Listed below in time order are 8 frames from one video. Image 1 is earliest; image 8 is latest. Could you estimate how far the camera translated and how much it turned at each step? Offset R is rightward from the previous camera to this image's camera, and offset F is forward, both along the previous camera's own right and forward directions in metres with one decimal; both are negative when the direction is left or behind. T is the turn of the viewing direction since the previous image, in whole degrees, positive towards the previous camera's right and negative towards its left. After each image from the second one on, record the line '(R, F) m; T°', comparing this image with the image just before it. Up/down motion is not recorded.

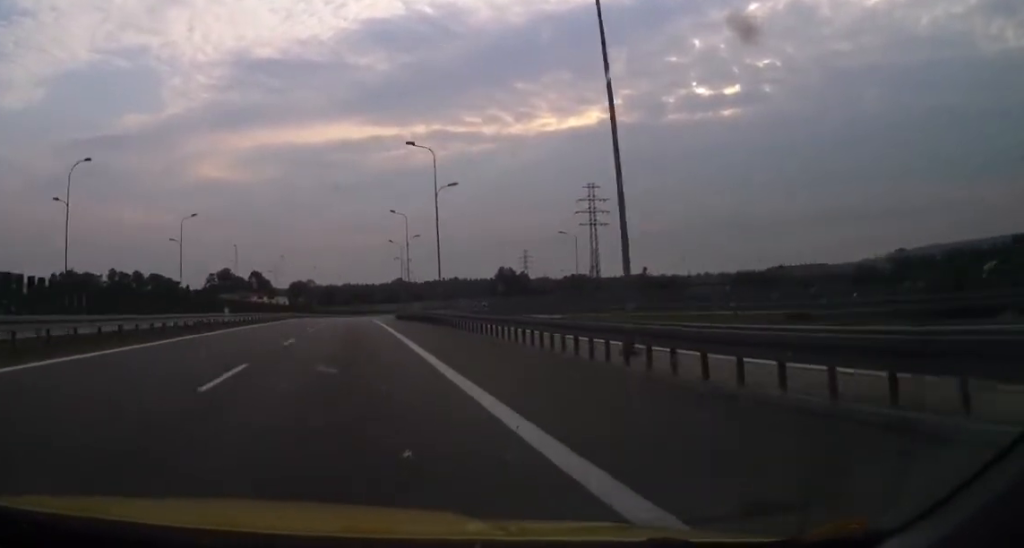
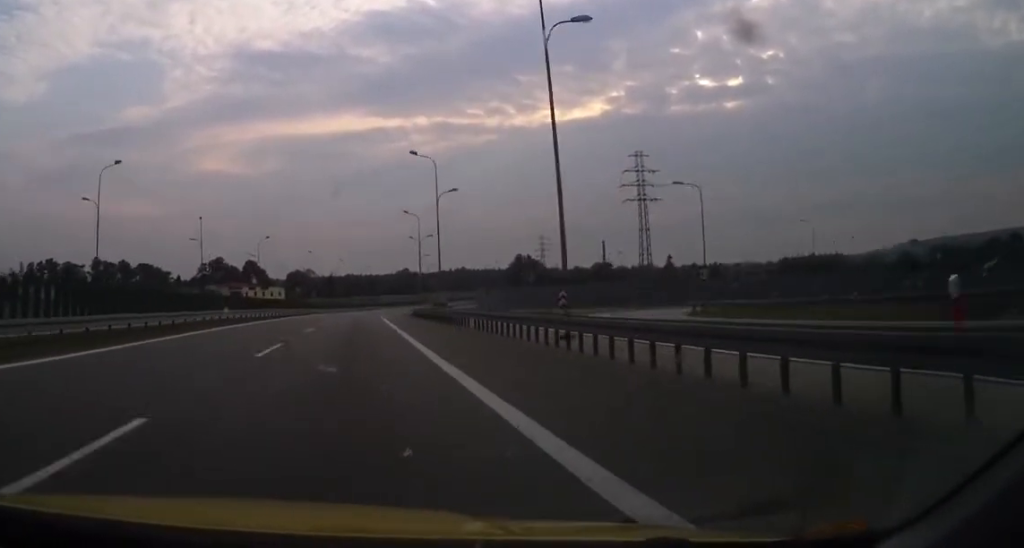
(0.0, +32.4) m; 0°
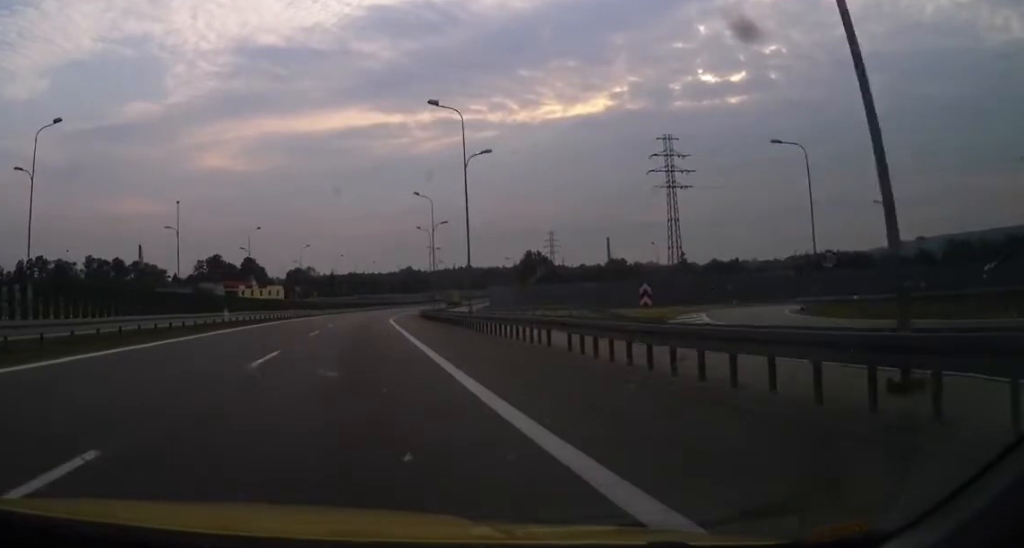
(0.0, +15.3) m; 0°
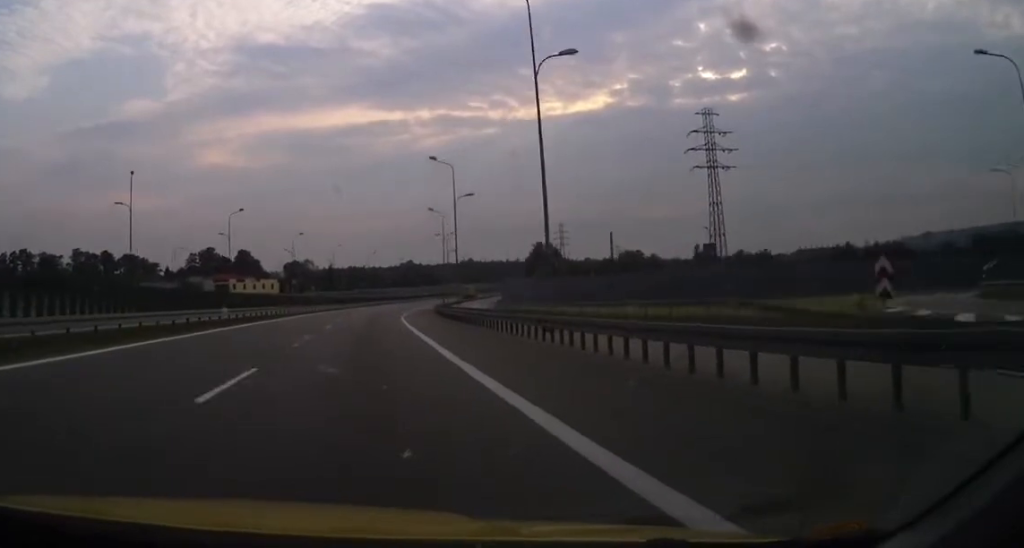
(+0.1, +17.9) m; +1°
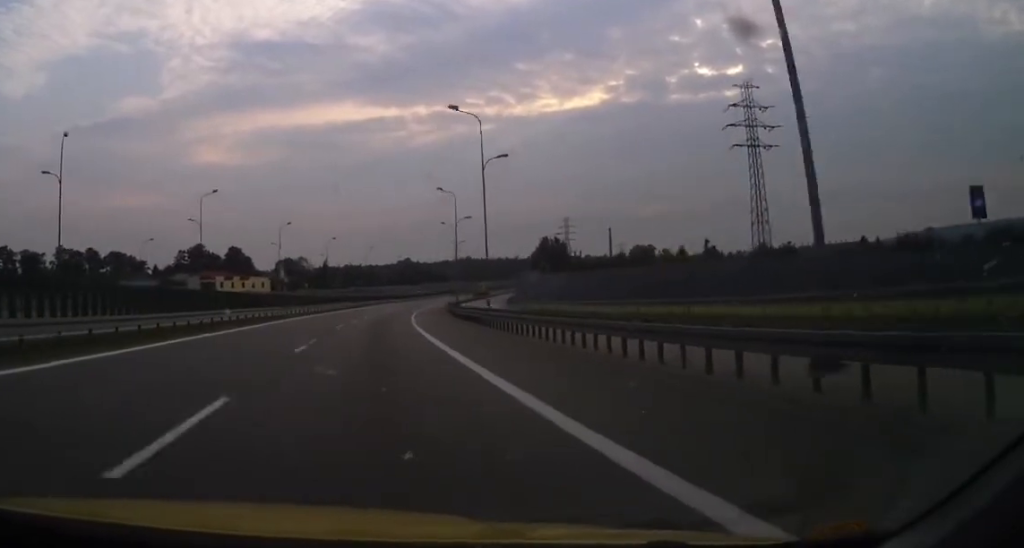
(0.0, +15.0) m; +1°
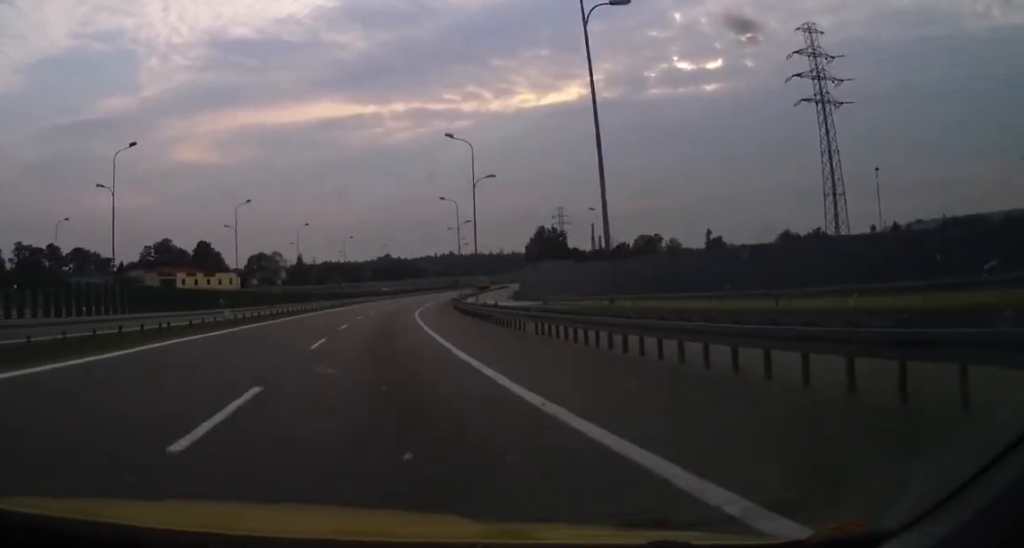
(+0.4, +23.3) m; +1°
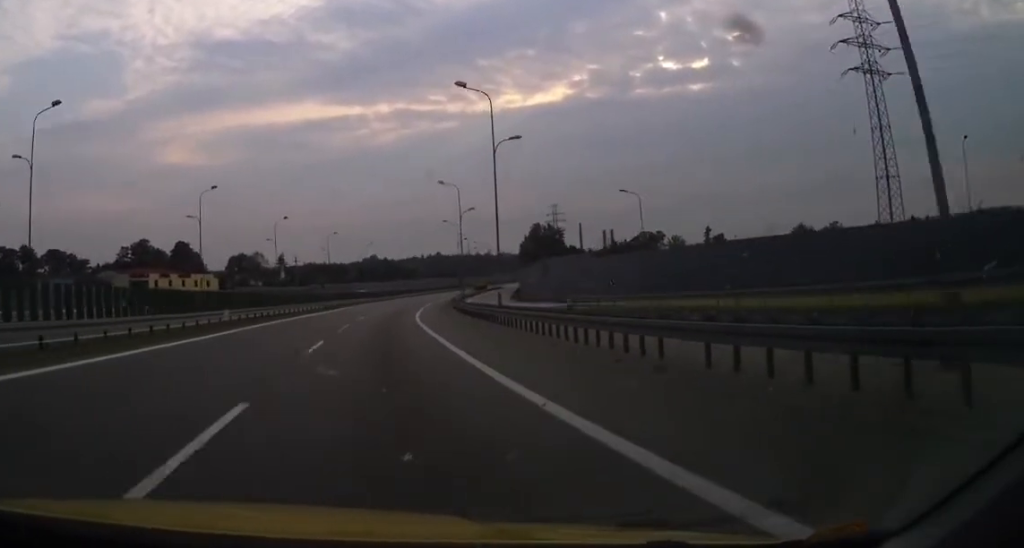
(+0.1, +13.0) m; 0°
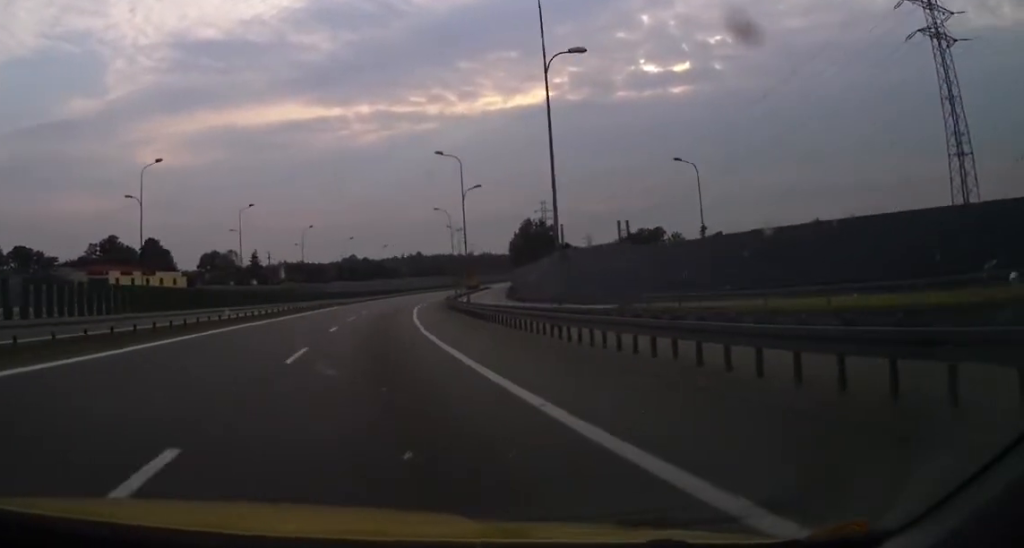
(0.0, +14.9) m; 0°
